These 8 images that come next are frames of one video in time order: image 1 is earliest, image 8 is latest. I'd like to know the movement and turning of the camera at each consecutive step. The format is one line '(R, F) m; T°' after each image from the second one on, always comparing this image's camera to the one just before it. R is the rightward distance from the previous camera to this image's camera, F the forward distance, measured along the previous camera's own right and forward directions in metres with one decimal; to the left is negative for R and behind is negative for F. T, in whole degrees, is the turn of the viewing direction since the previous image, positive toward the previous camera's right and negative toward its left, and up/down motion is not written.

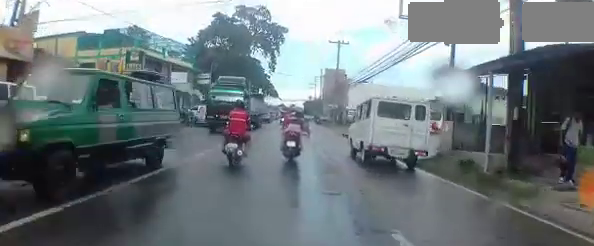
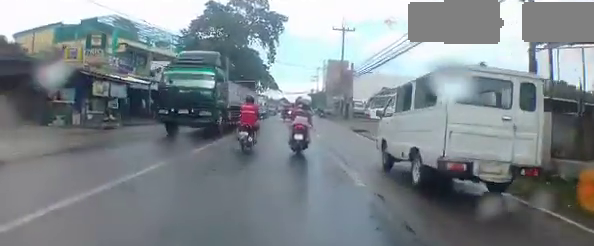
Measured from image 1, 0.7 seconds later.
(-0.3, +4.4) m; -1°
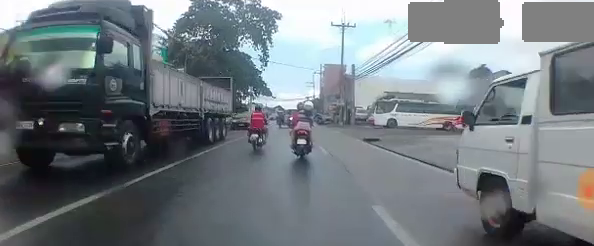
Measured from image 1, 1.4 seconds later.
(0.0, +4.1) m; +1°
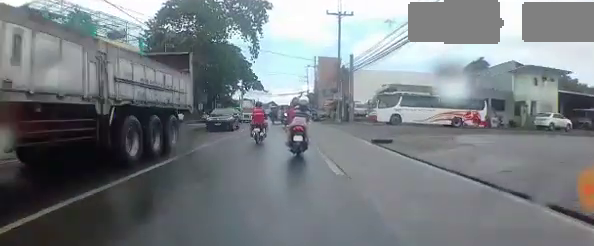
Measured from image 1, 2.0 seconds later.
(0.0, +3.5) m; +2°
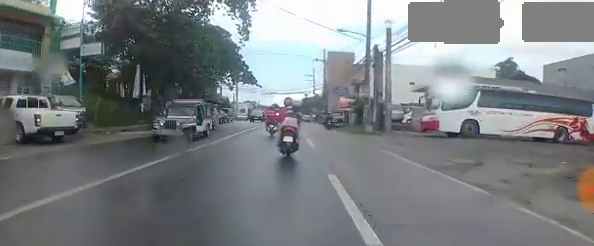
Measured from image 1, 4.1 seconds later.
(-0.5, +12.9) m; -6°
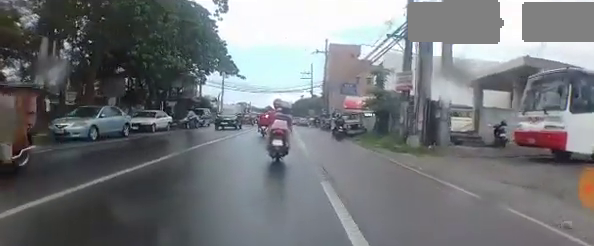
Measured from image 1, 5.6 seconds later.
(0.0, +9.5) m; 0°
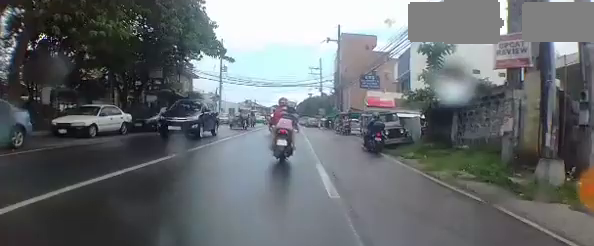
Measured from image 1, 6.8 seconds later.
(0.0, +7.1) m; +2°
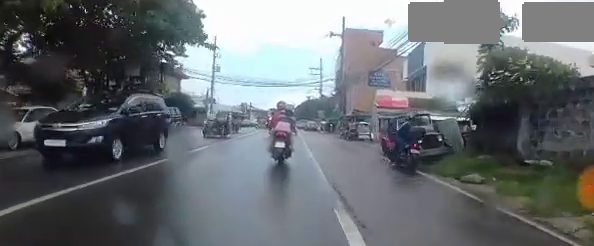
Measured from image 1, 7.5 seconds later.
(+0.1, +4.2) m; +1°
